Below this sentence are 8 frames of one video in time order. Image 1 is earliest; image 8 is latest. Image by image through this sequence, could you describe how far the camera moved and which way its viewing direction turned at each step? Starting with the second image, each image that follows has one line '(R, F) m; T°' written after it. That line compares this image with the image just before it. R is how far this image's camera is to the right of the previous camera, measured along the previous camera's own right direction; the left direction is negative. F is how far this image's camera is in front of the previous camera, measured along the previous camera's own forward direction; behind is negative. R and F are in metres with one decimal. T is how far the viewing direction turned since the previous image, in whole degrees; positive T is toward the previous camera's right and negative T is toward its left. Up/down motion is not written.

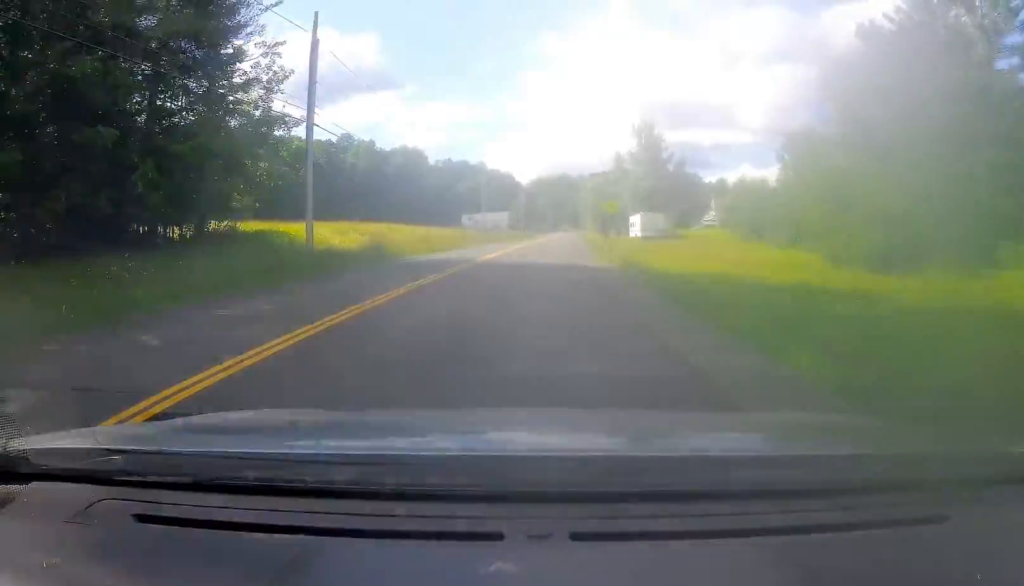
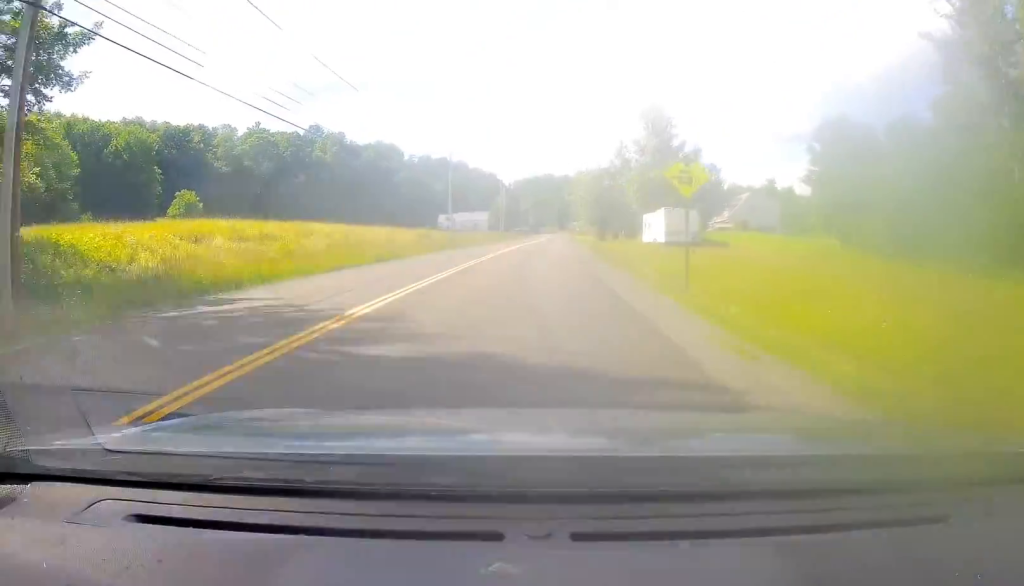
(-0.1, +18.9) m; 0°
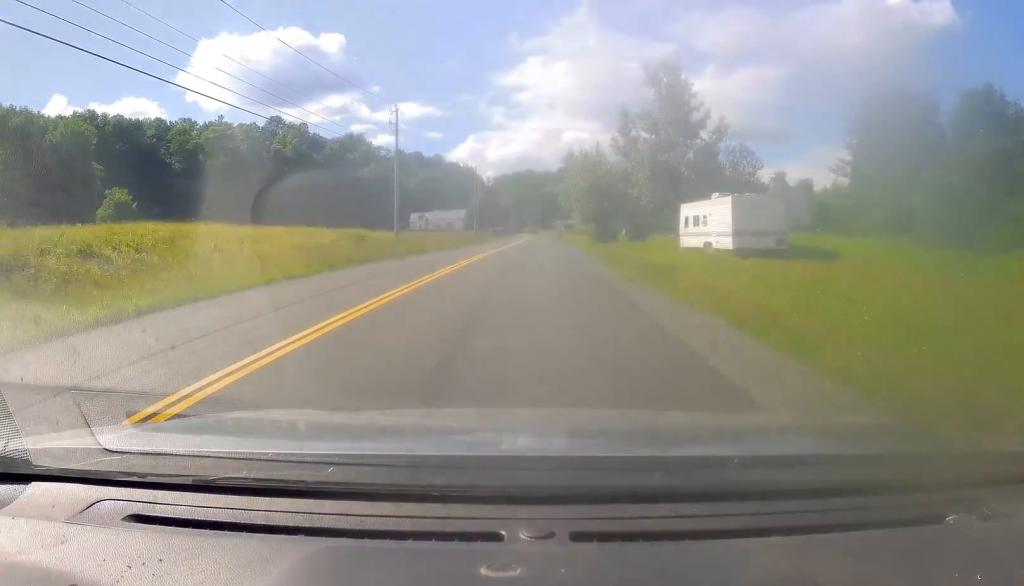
(+0.3, +19.4) m; +2°
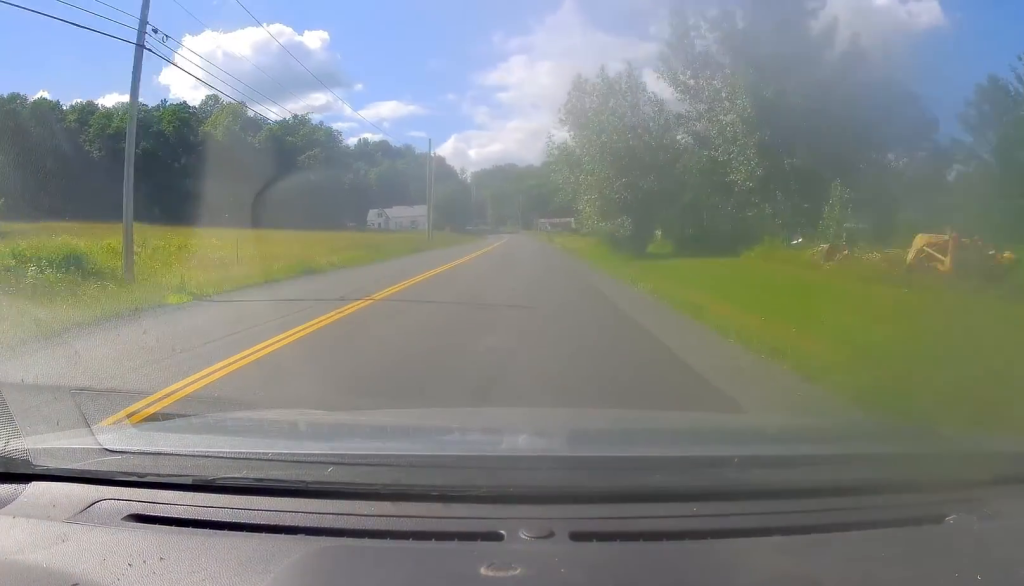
(+1.3, +33.4) m; +3°
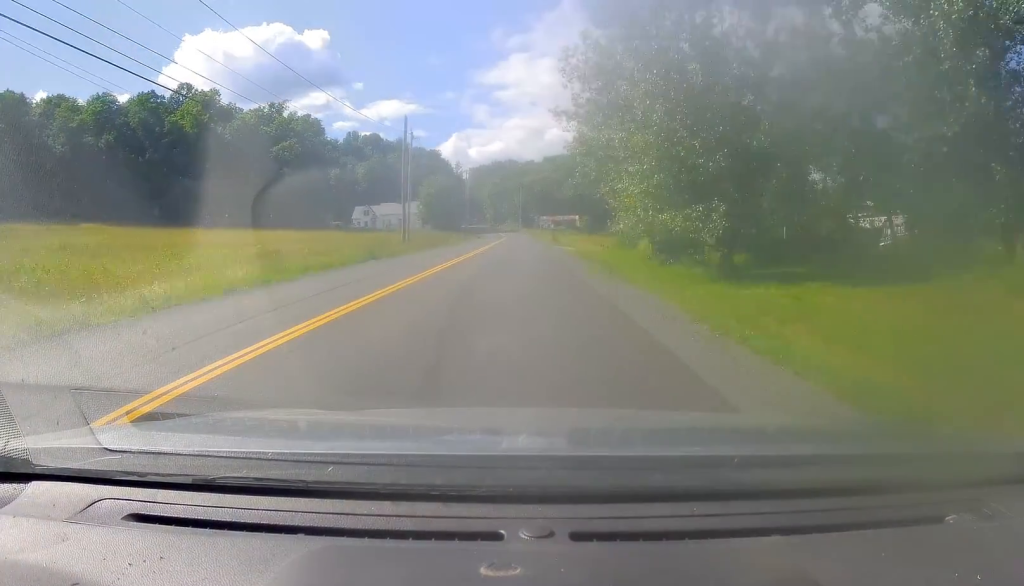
(0.0, +14.7) m; -1°
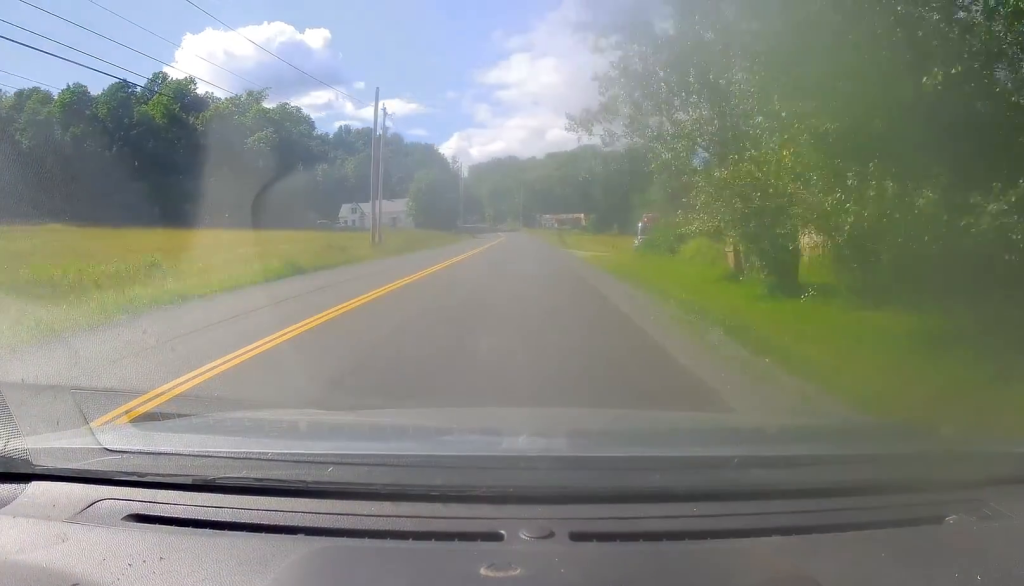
(-0.1, +12.5) m; -1°
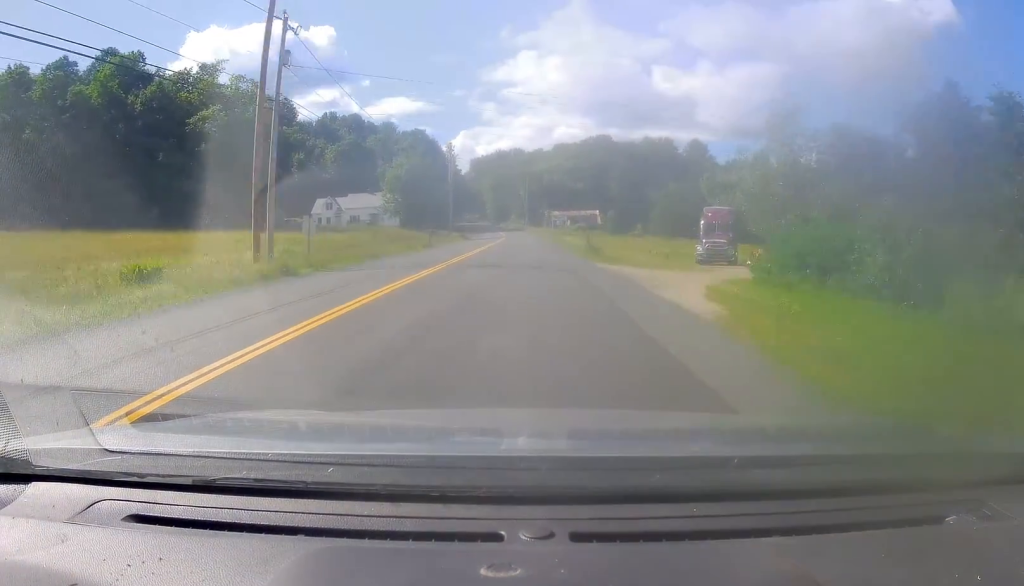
(-0.1, +22.4) m; 0°
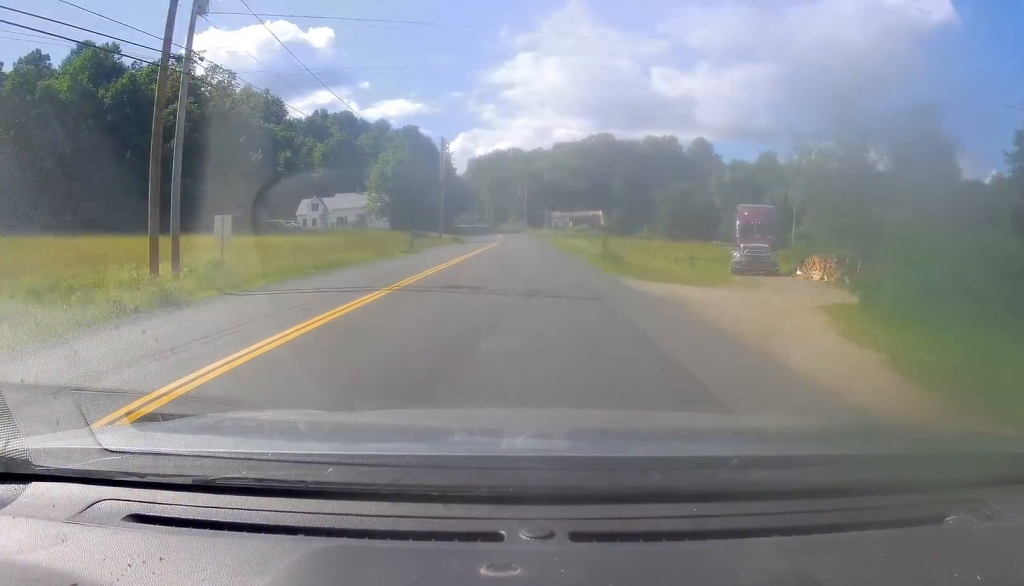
(0.0, +8.2) m; +1°
